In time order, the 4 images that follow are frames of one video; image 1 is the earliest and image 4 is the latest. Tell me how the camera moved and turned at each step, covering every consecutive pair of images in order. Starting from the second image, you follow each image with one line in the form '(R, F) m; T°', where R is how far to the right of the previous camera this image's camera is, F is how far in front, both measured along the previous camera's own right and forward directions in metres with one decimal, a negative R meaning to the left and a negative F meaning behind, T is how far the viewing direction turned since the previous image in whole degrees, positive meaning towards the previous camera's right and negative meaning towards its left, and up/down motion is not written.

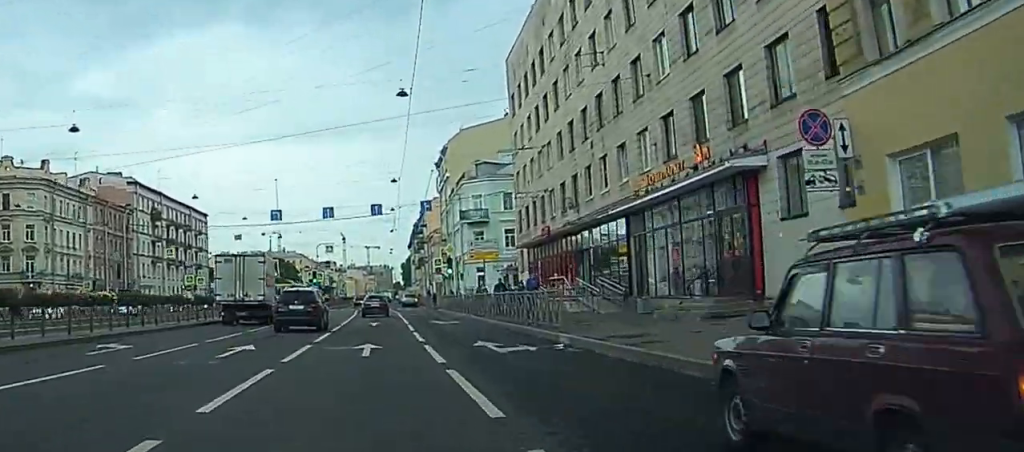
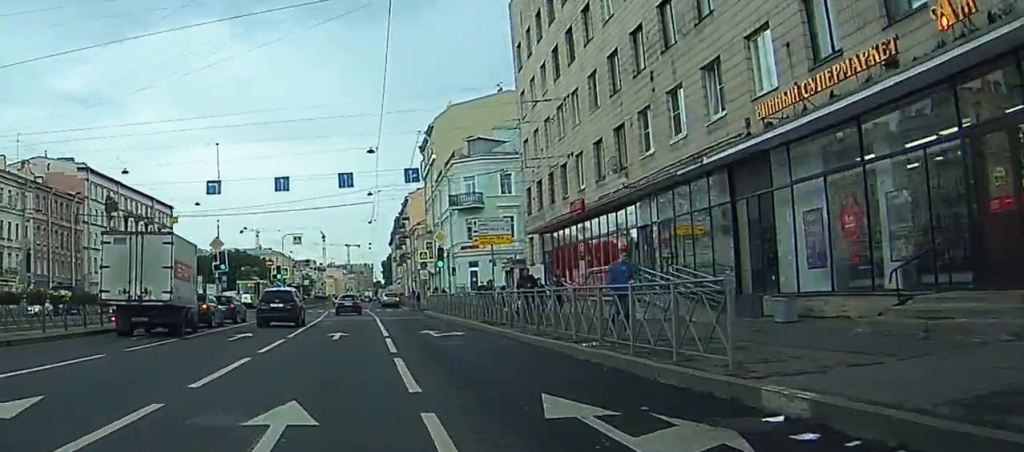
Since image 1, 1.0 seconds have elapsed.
(-0.1, +14.3) m; 0°
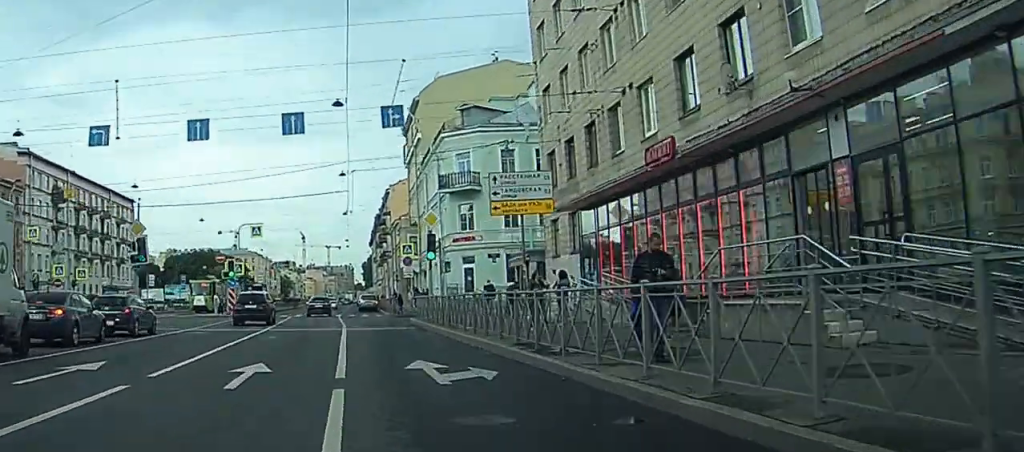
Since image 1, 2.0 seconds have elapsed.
(+0.1, +15.0) m; 0°
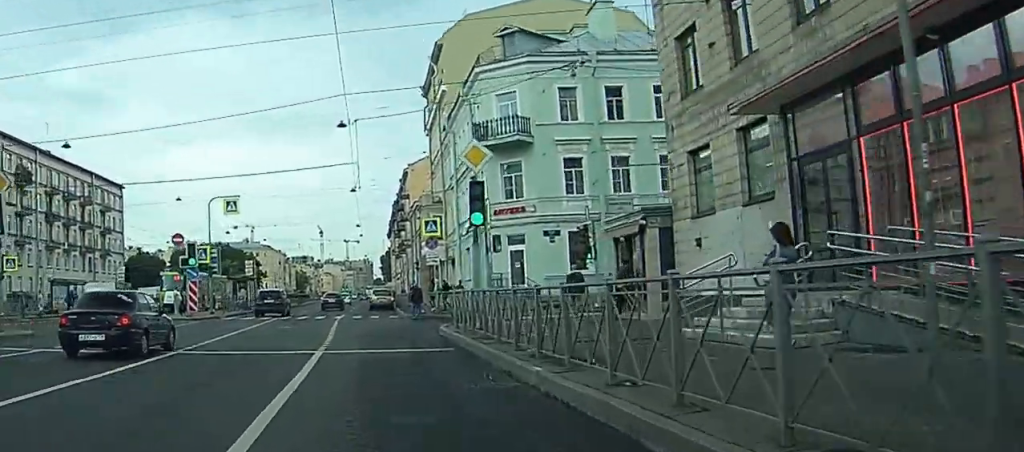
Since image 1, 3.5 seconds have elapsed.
(+0.1, +18.7) m; +2°
